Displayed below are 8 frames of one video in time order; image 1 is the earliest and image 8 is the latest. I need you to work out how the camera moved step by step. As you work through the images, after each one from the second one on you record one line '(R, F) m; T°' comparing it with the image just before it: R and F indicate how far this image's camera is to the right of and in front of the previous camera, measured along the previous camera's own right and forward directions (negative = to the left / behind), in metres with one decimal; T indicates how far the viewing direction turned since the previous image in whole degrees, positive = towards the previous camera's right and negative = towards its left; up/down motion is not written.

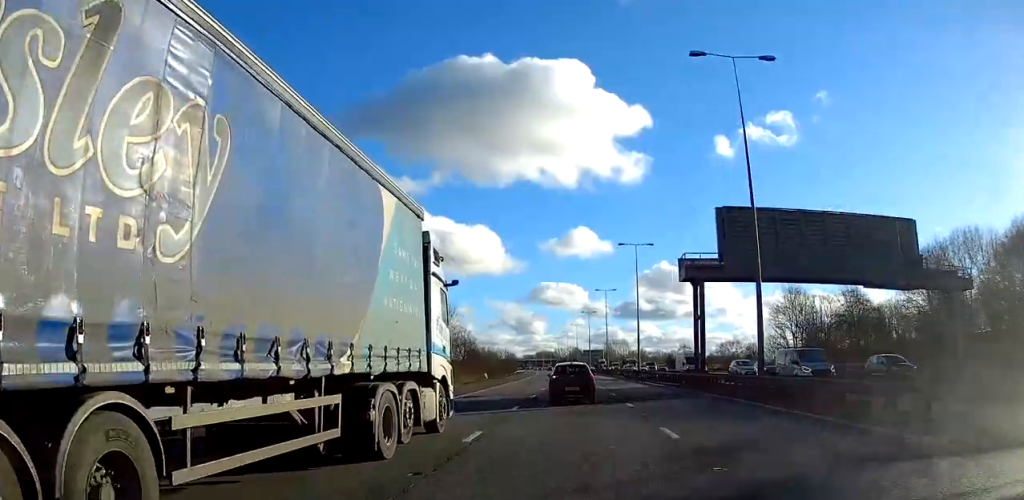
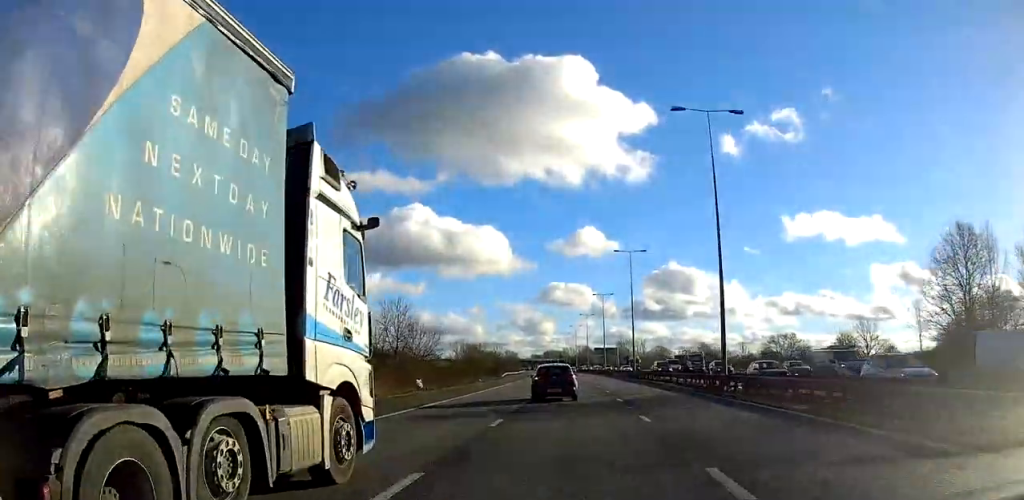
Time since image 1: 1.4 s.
(-0.2, +41.0) m; -1°
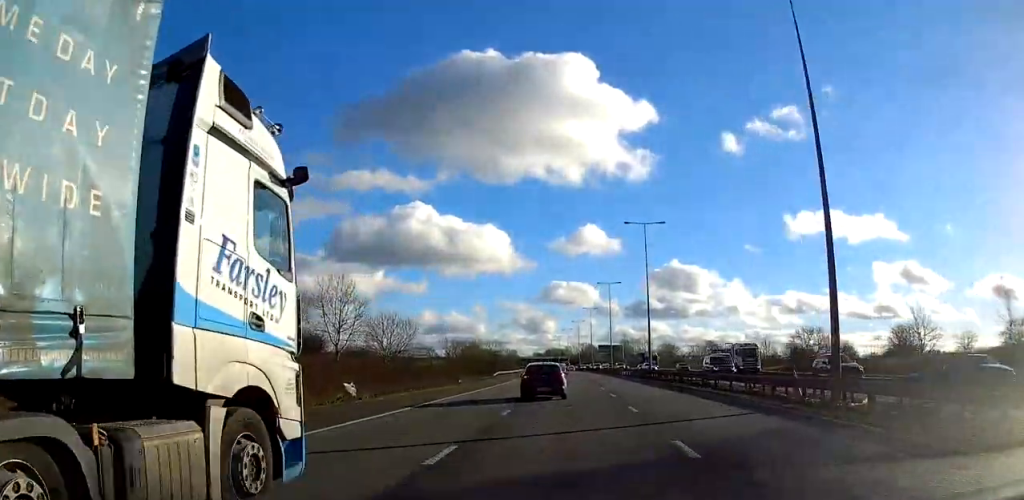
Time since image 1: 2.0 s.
(0.0, +15.2) m; -1°
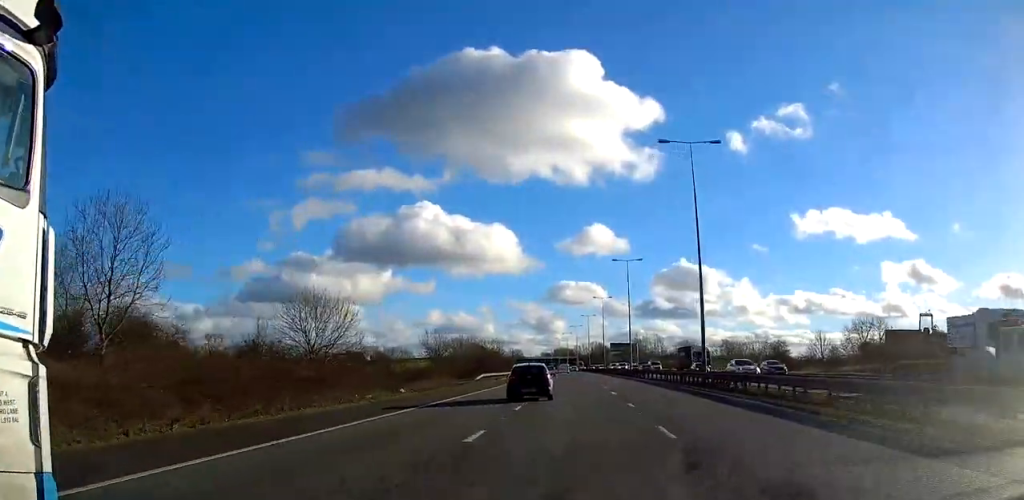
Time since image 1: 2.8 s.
(-0.3, +24.7) m; -1°
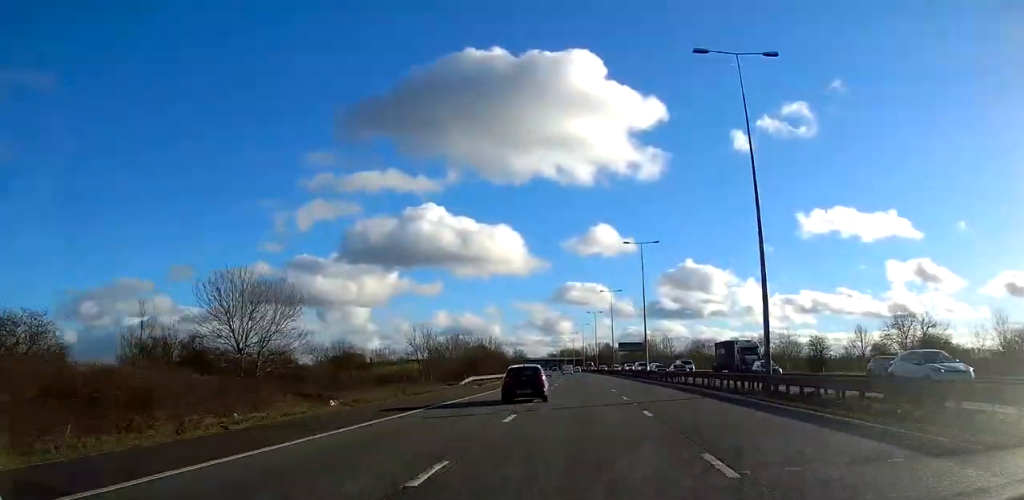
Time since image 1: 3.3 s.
(0.0, +12.4) m; -1°
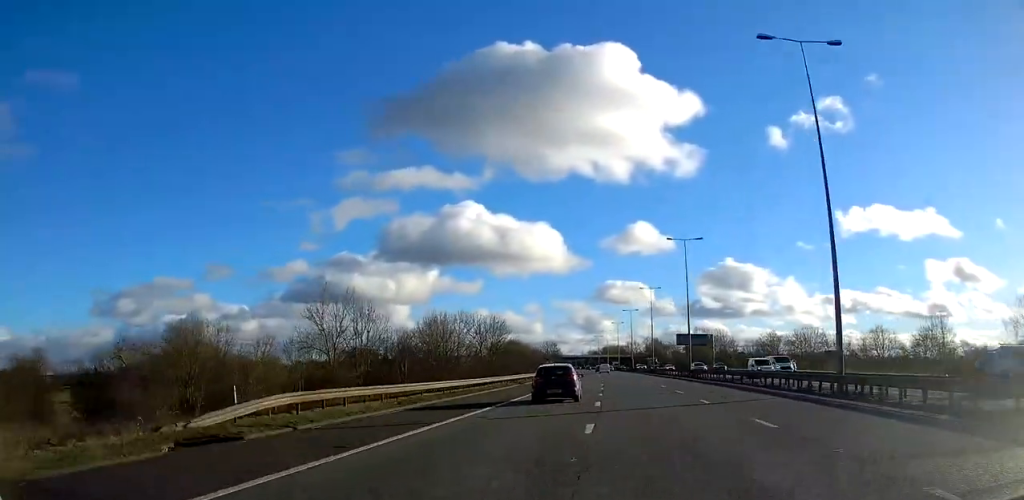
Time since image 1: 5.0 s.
(-1.3, +48.7) m; -3°
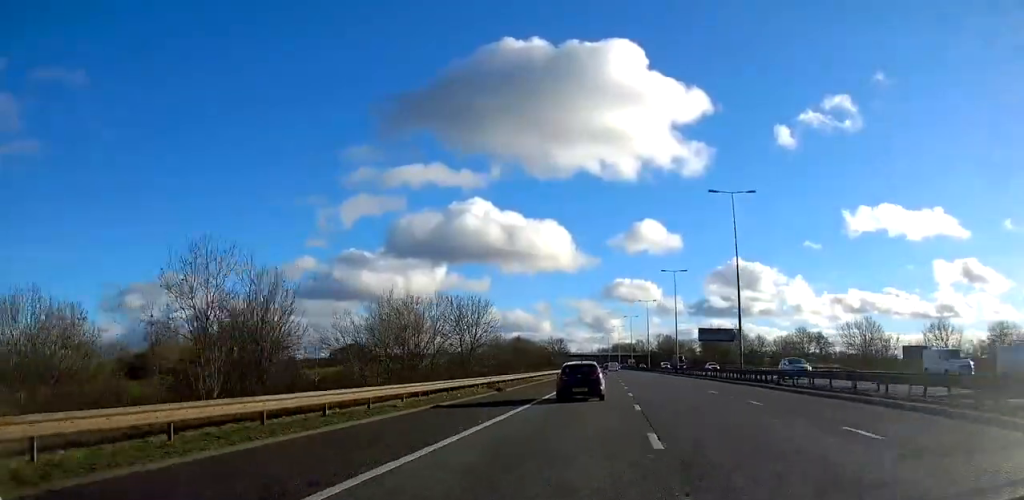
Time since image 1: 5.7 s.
(-0.2, +20.1) m; 0°
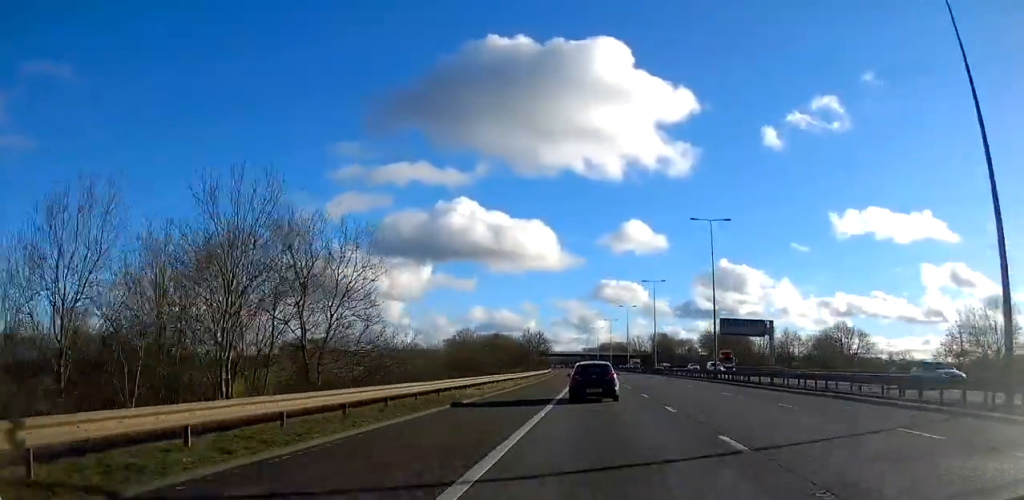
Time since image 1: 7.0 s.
(+0.1, +36.9) m; 0°
